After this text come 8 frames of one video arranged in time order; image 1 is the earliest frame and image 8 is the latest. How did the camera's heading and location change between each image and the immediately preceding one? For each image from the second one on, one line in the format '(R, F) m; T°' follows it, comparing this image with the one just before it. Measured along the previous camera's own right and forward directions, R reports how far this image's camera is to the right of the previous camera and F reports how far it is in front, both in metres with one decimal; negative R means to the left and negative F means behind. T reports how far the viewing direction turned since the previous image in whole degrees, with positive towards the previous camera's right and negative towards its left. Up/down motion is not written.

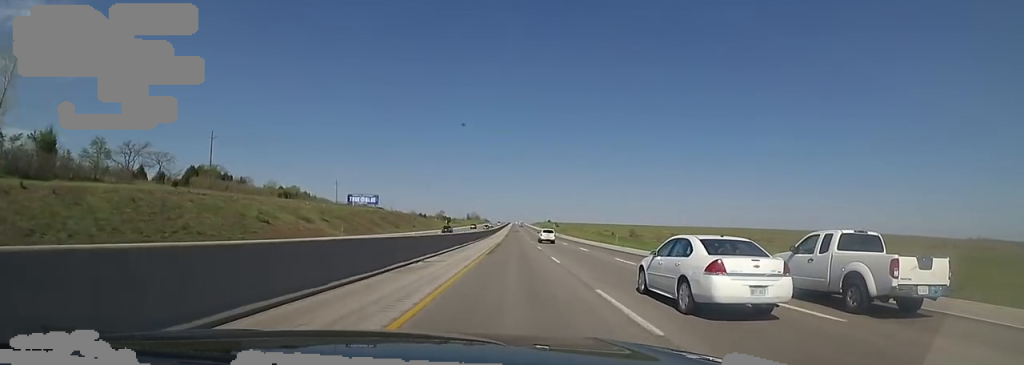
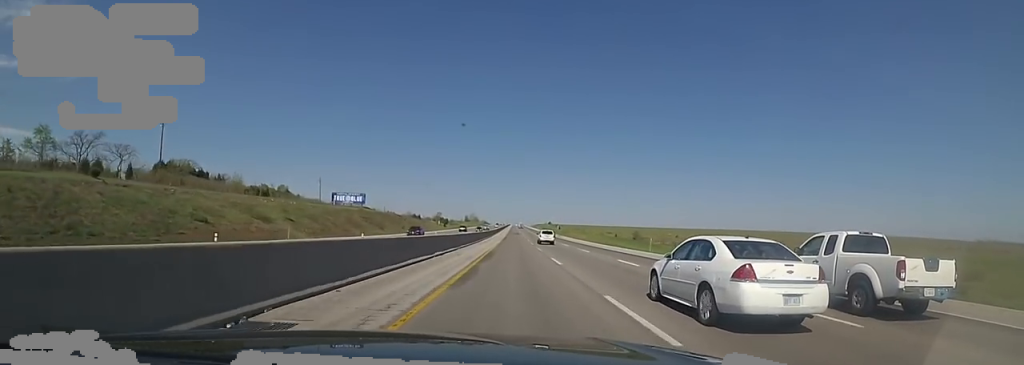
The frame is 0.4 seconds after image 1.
(-0.1, +15.7) m; +1°
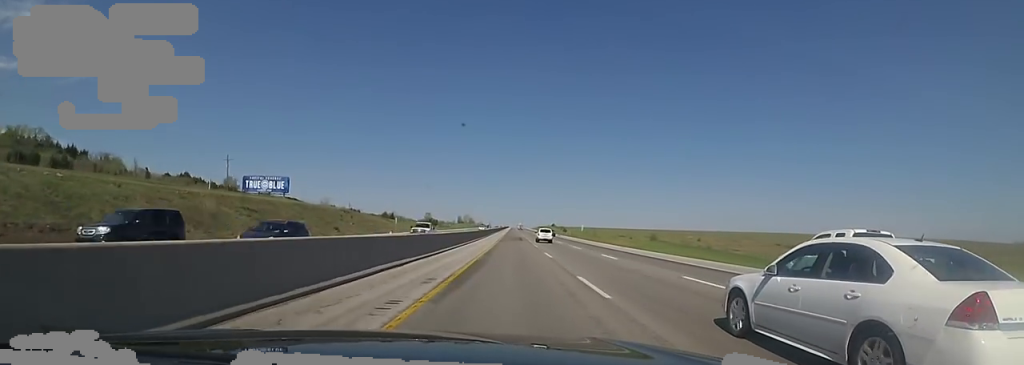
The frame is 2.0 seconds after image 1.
(+2.0, +56.7) m; +2°
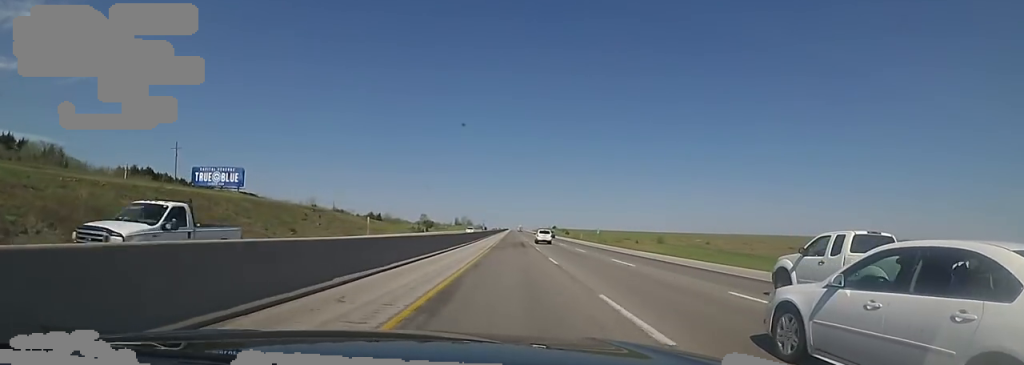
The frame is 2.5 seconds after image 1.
(-0.5, +19.3) m; -1°
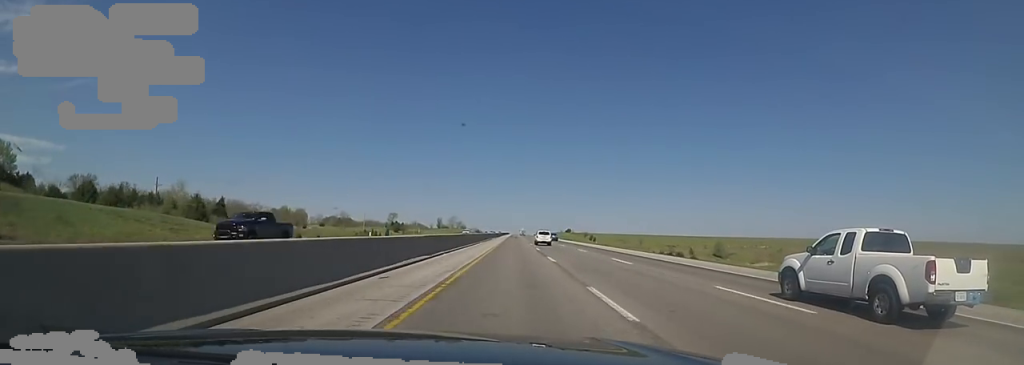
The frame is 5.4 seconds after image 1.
(-1.4, +104.8) m; +1°
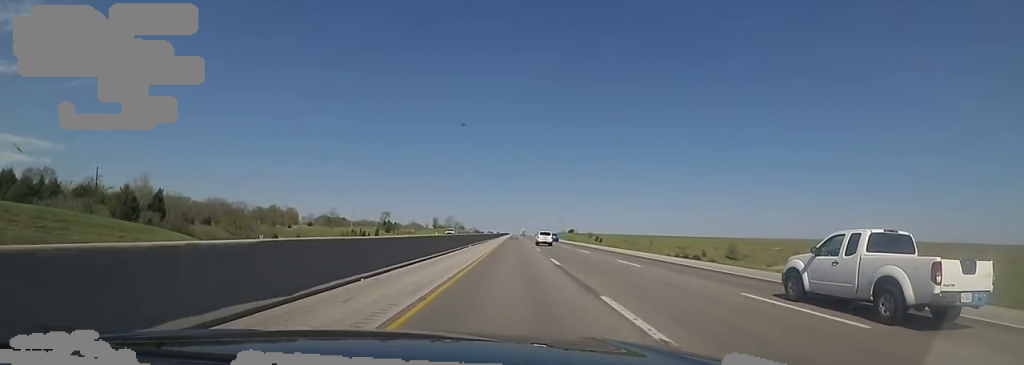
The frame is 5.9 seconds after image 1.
(+0.7, +16.8) m; 0°
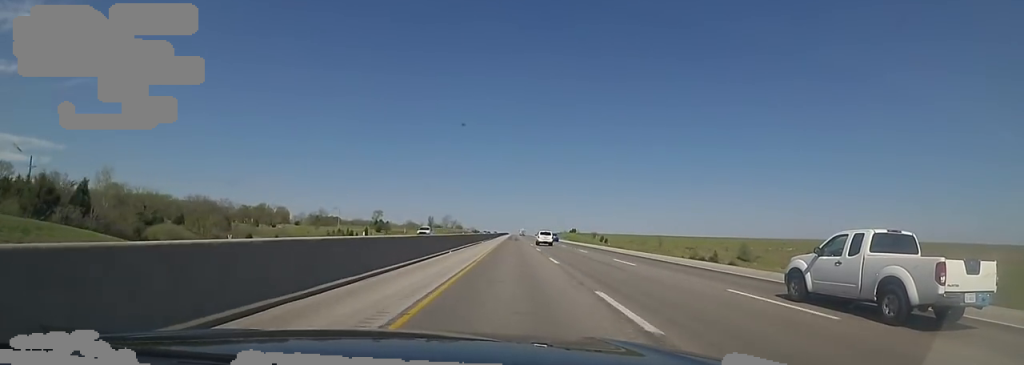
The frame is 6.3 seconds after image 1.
(0.0, +14.5) m; 0°
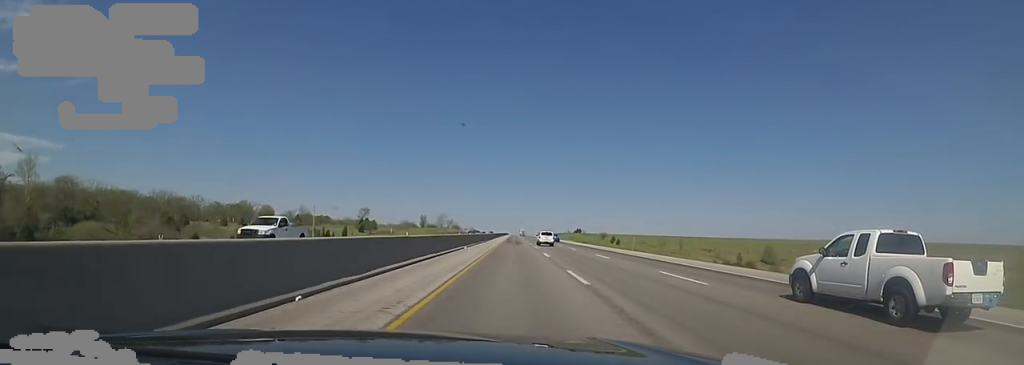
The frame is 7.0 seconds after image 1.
(-0.8, +24.1) m; -2°
